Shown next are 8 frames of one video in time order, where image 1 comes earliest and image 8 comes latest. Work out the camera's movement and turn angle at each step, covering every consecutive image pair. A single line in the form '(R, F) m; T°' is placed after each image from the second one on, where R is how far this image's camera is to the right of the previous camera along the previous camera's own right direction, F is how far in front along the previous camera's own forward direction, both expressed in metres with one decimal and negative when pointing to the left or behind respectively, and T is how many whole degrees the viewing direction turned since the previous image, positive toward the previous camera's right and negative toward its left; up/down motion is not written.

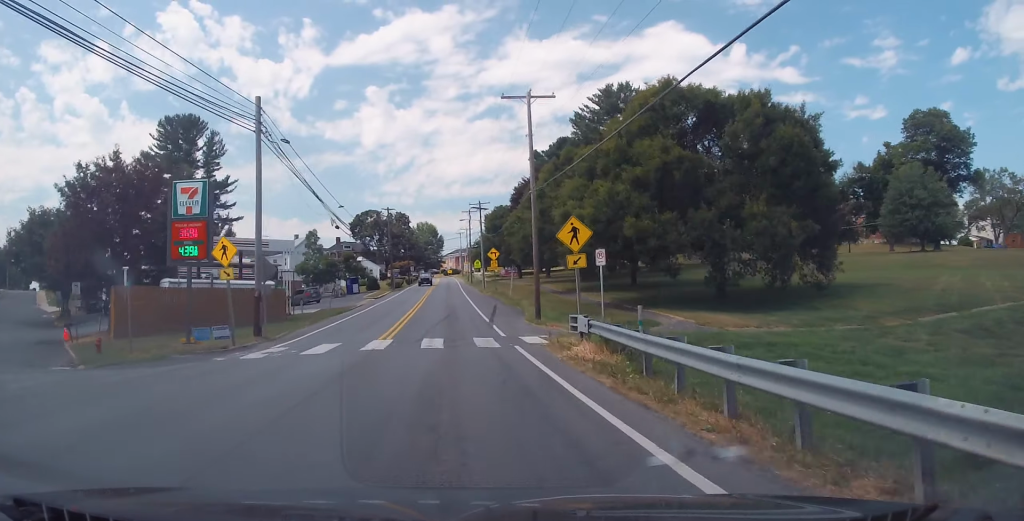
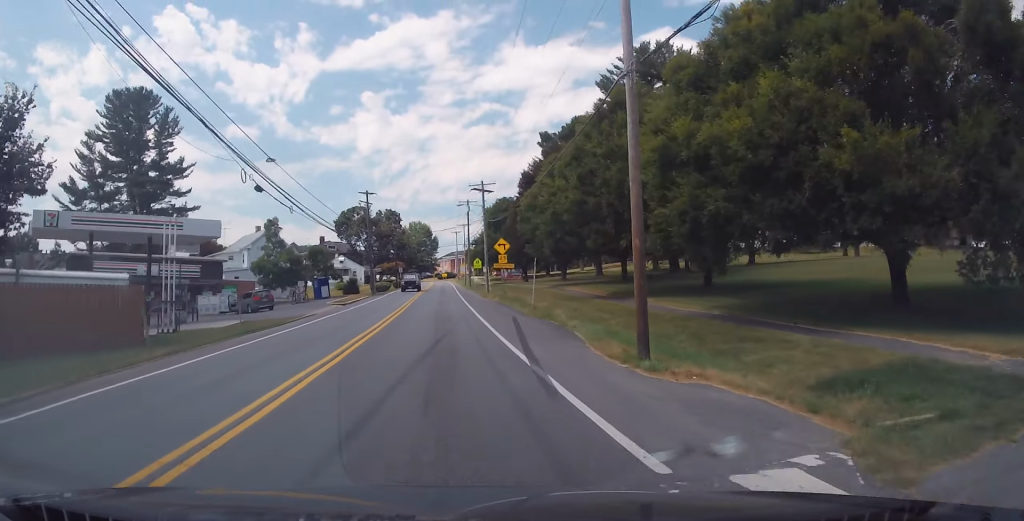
(+0.1, +15.8) m; -1°
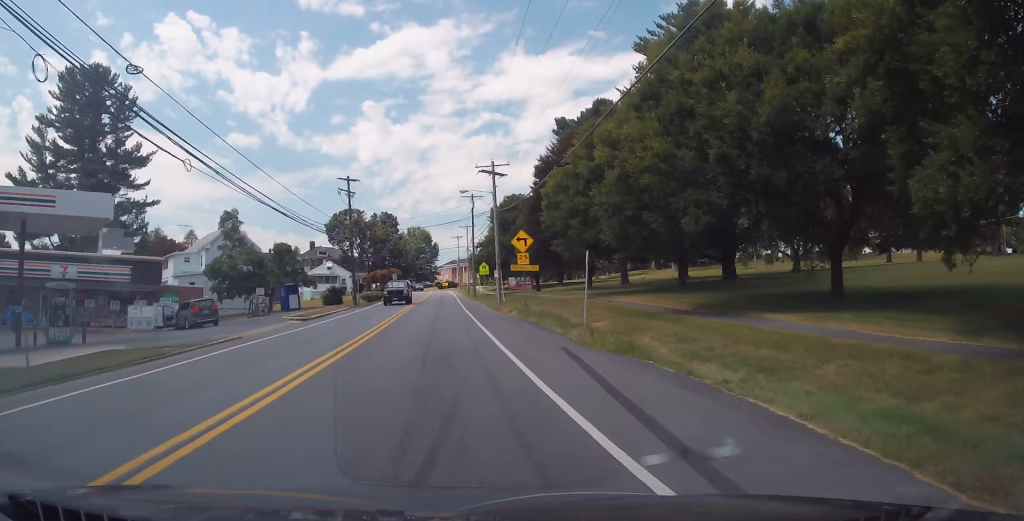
(-0.3, +12.4) m; 0°
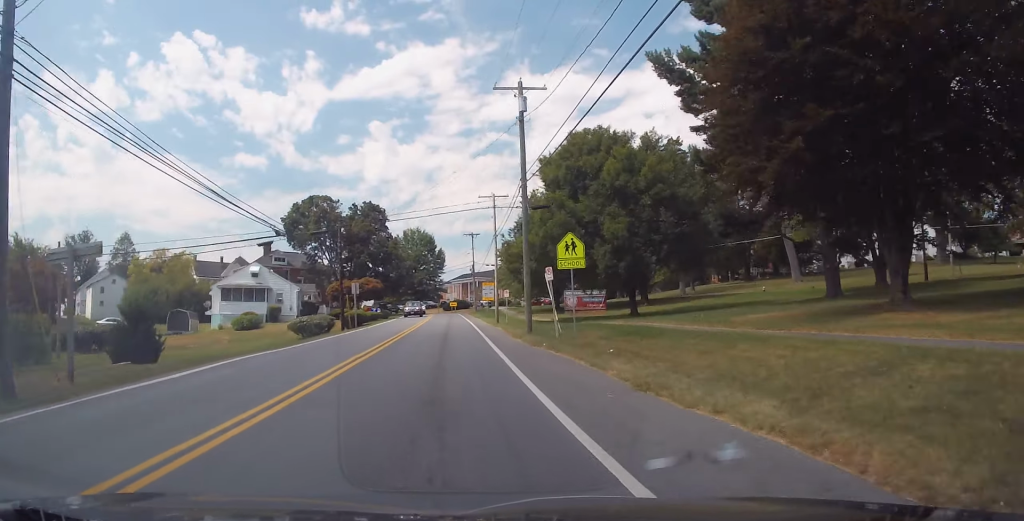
(-0.1, +42.4) m; 0°
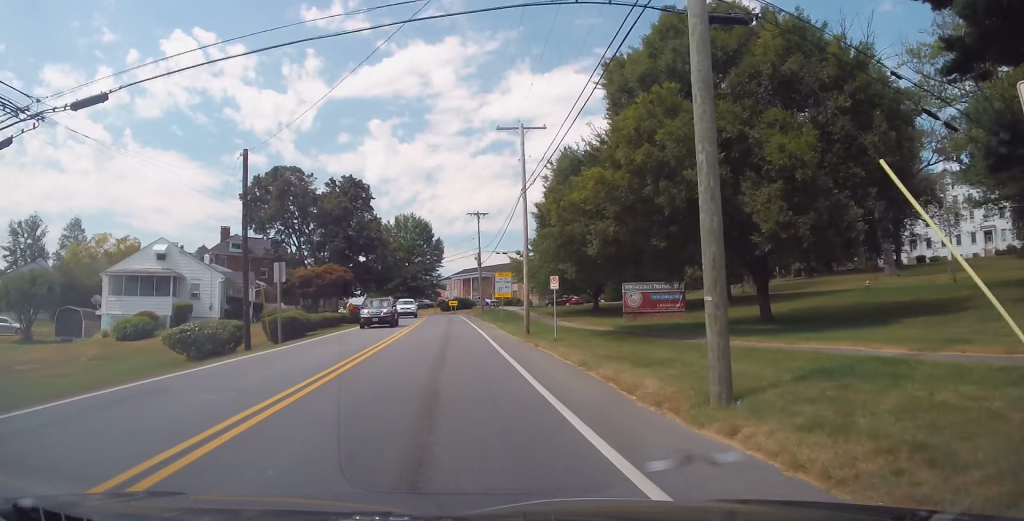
(+0.3, +19.6) m; 0°
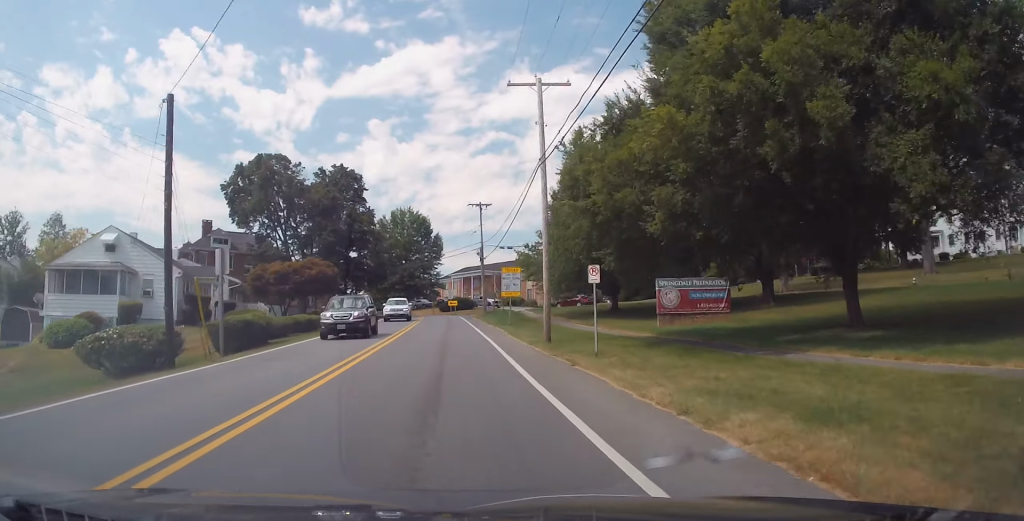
(-0.2, +6.3) m; -1°
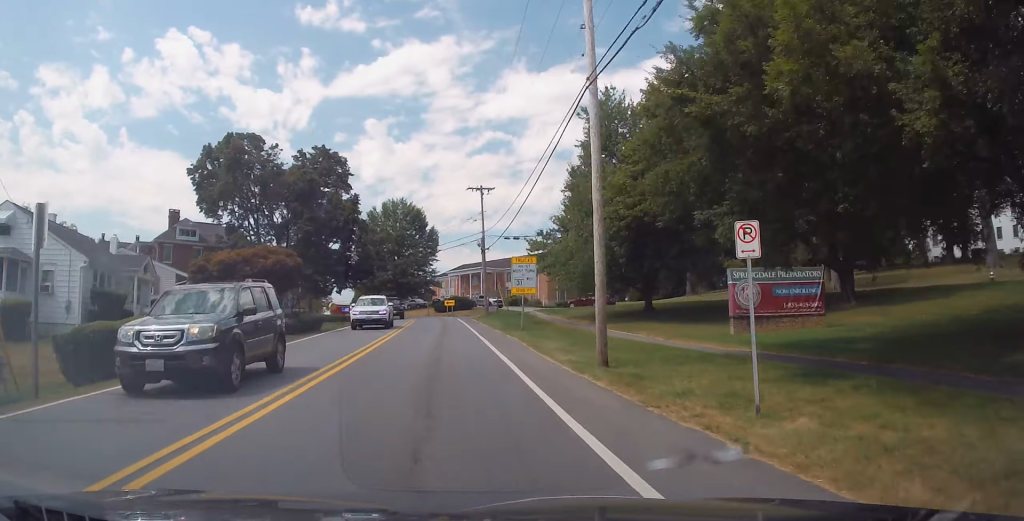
(-0.1, +8.8) m; 0°
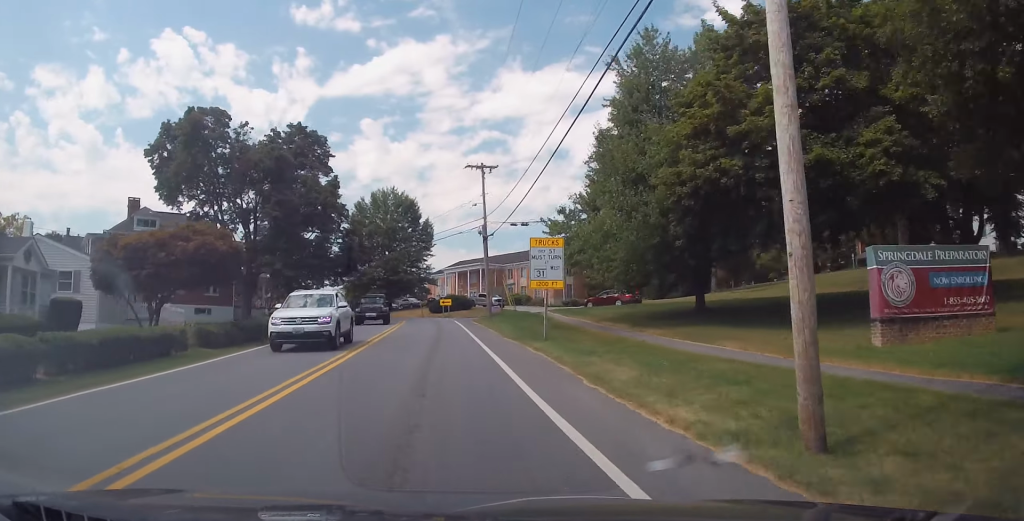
(0.0, +8.6) m; 0°
